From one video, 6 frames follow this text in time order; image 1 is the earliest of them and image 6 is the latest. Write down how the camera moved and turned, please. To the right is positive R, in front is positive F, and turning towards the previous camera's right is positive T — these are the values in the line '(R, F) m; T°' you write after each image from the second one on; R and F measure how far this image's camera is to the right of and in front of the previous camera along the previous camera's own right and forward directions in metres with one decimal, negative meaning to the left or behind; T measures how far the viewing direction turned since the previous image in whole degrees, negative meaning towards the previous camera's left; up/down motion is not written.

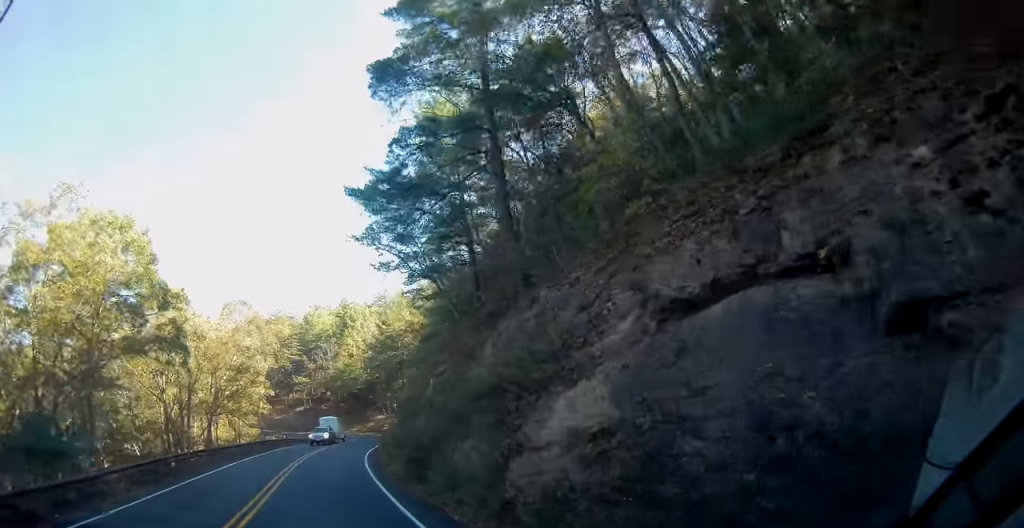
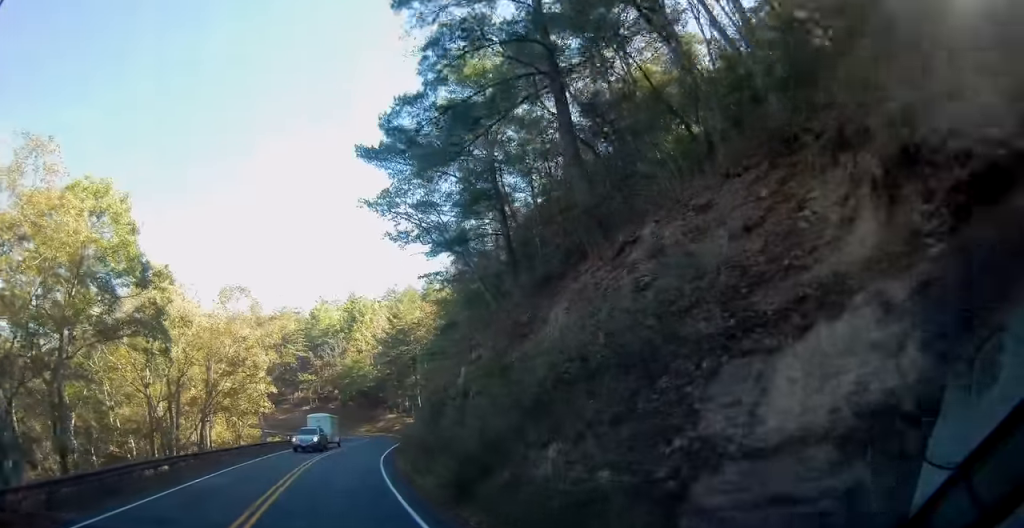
(0.0, +6.1) m; 0°
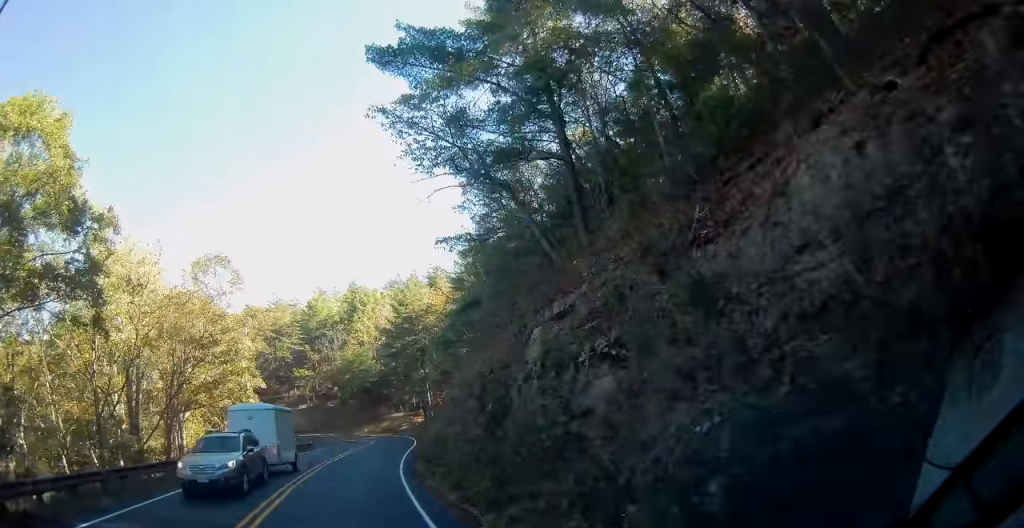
(0.0, +10.0) m; 0°
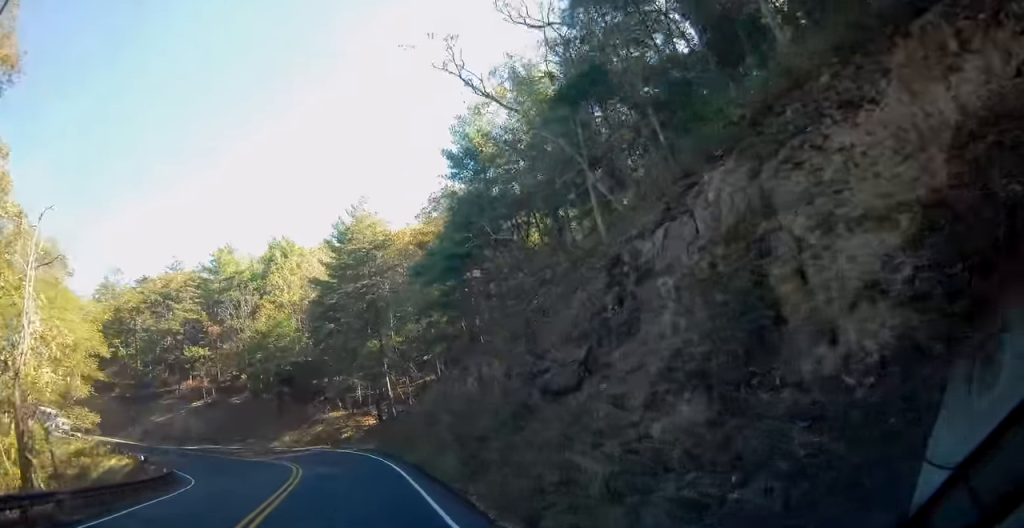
(+0.4, +32.6) m; +3°
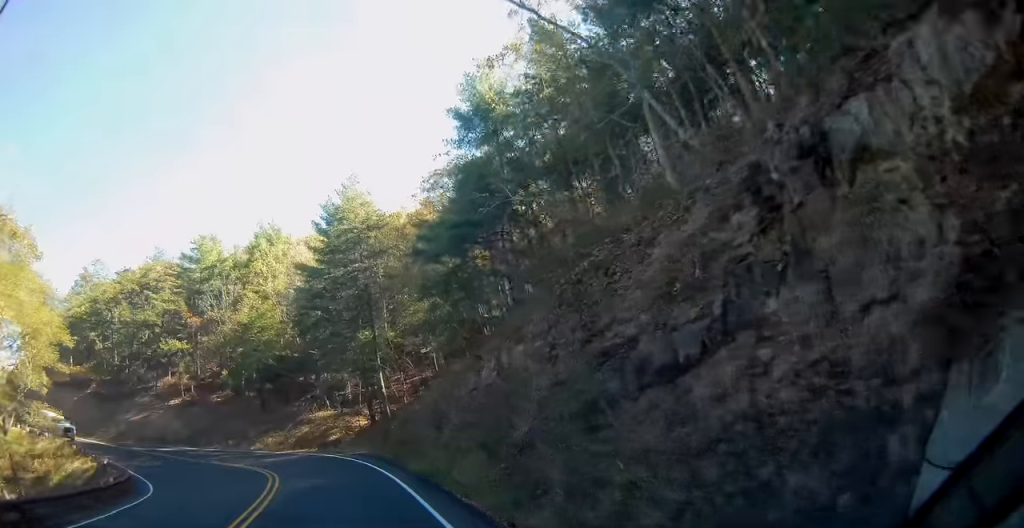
(+0.1, +5.1) m; +1°
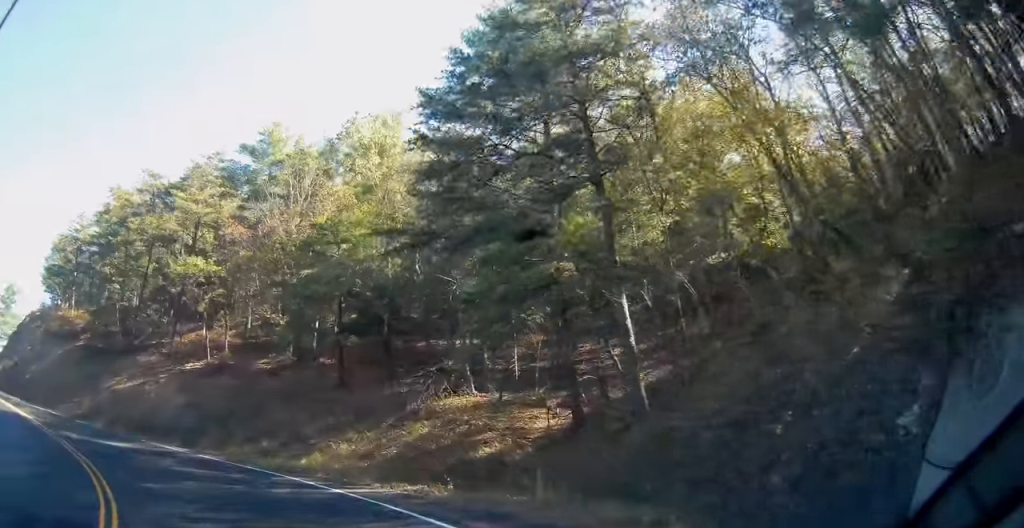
(-0.3, +26.9) m; -10°
